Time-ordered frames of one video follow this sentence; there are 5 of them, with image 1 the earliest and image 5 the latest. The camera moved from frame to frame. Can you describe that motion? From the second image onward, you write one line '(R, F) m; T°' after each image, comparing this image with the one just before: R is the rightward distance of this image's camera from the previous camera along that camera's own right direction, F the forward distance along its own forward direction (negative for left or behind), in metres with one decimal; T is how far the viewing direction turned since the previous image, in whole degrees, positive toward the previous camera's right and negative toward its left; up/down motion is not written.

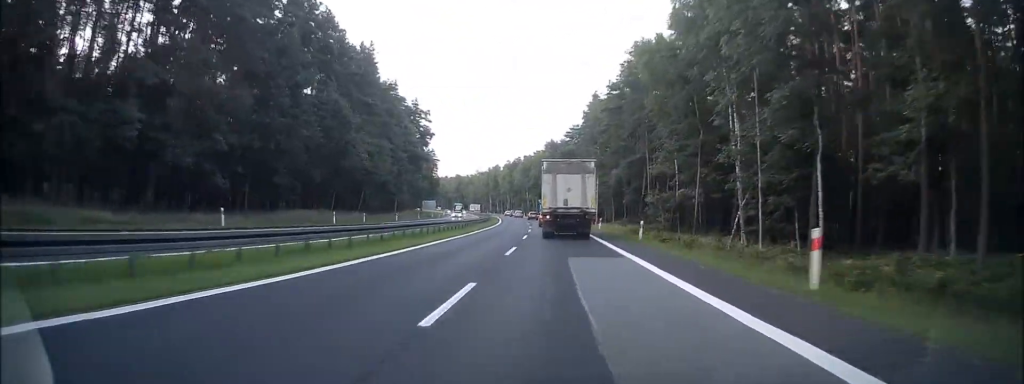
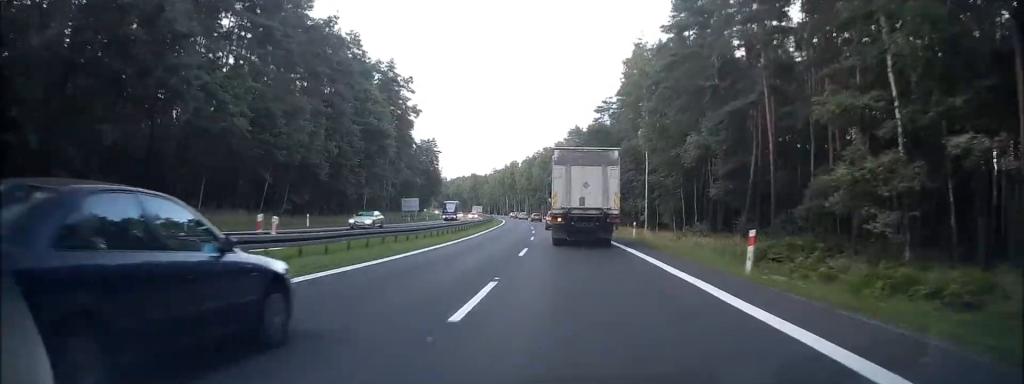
(-0.5, +35.8) m; -2°
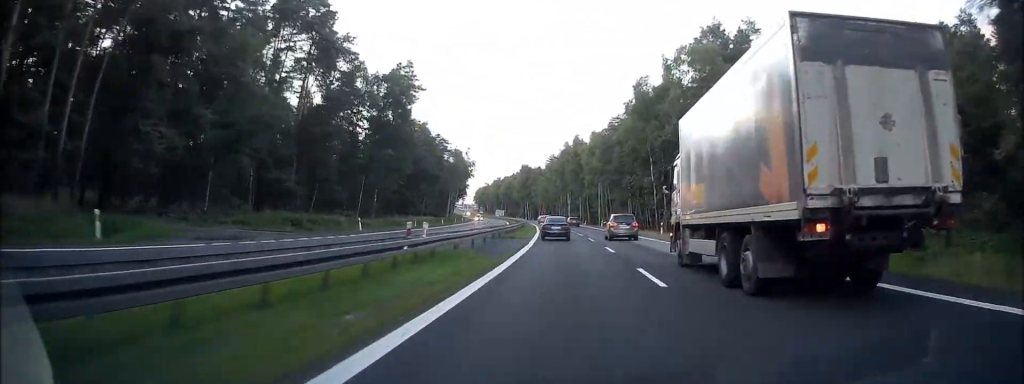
(-6.3, +89.9) m; -7°
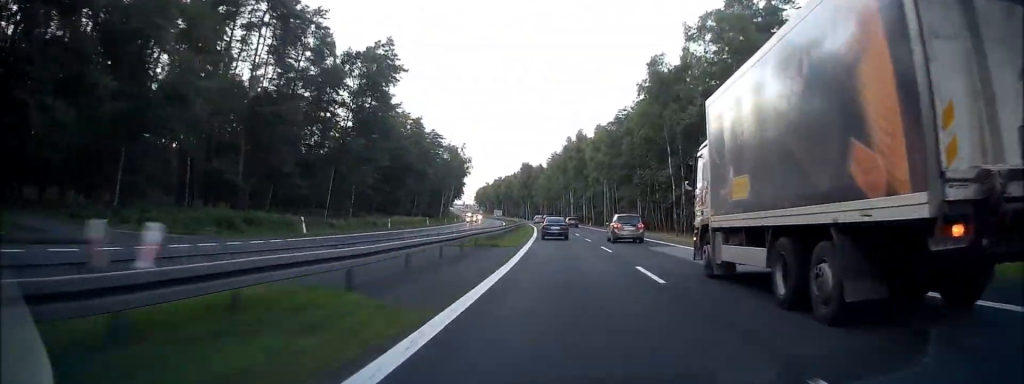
(0.0, +10.9) m; 0°
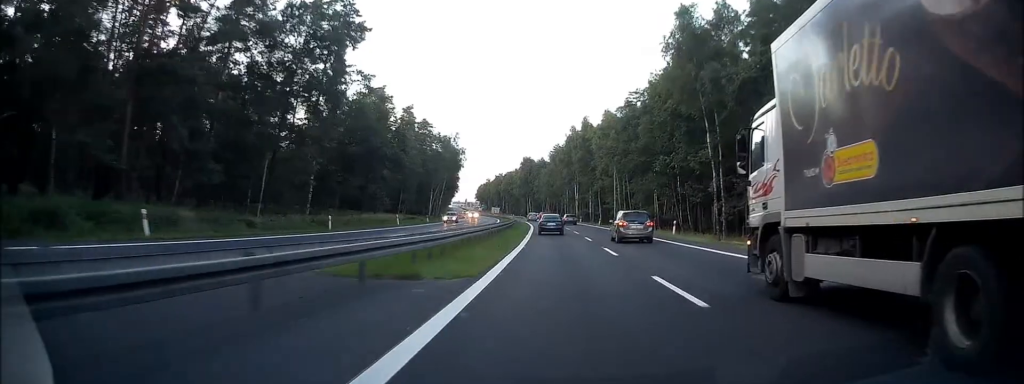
(0.0, +15.3) m; 0°
